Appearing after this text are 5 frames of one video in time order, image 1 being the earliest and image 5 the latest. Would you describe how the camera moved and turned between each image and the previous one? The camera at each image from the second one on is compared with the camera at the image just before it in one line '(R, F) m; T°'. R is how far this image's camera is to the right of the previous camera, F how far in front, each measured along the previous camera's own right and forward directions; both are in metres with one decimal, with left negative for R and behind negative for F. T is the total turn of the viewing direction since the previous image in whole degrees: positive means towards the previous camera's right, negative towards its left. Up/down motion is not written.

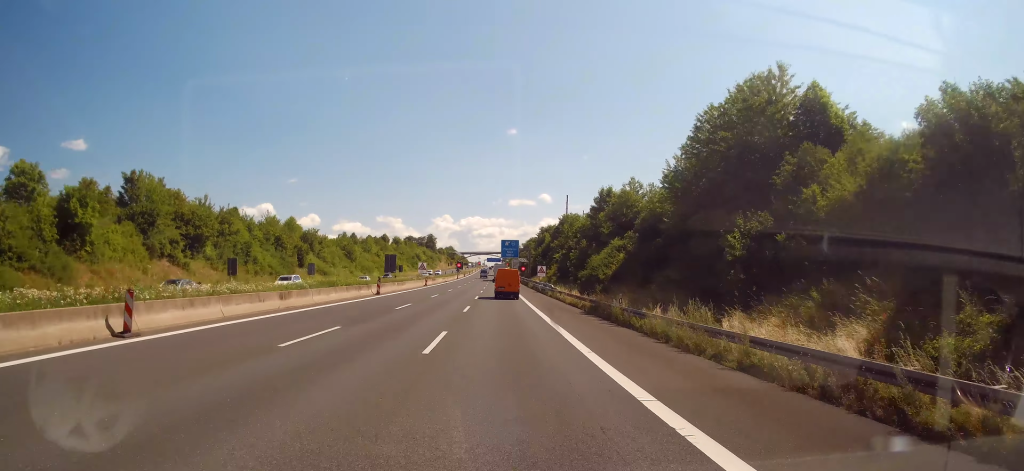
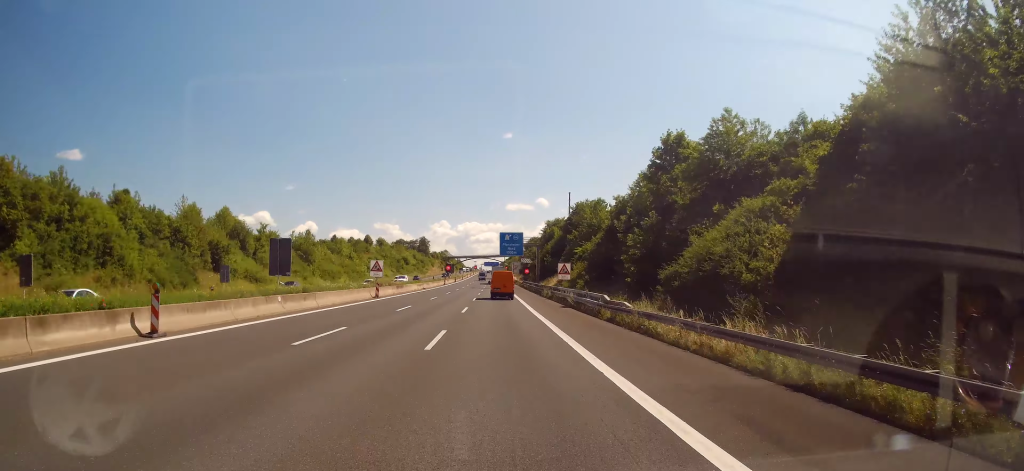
(-0.1, +35.2) m; 0°
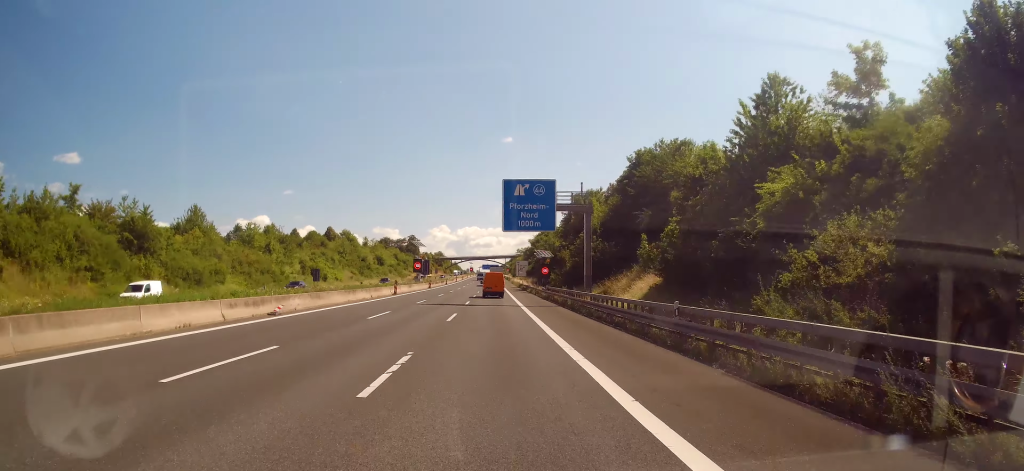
(-0.1, +59.7) m; 0°
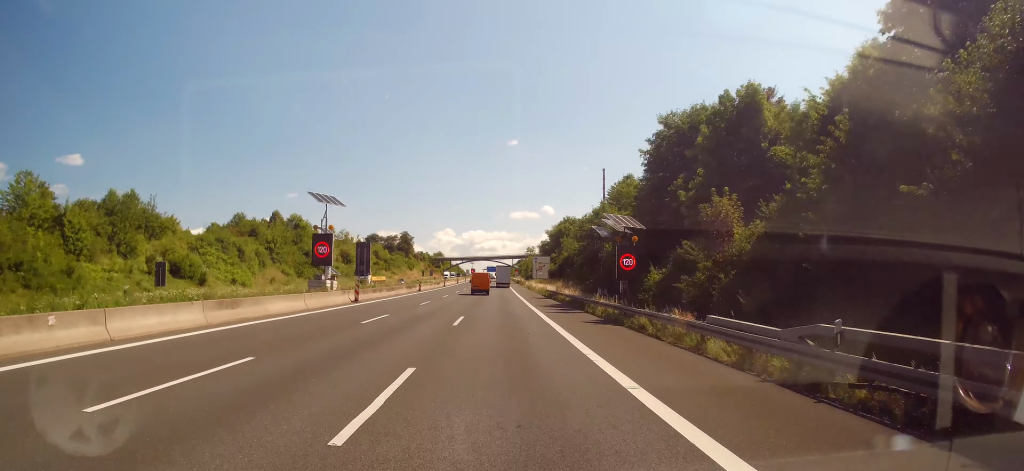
(-0.4, +55.7) m; -1°
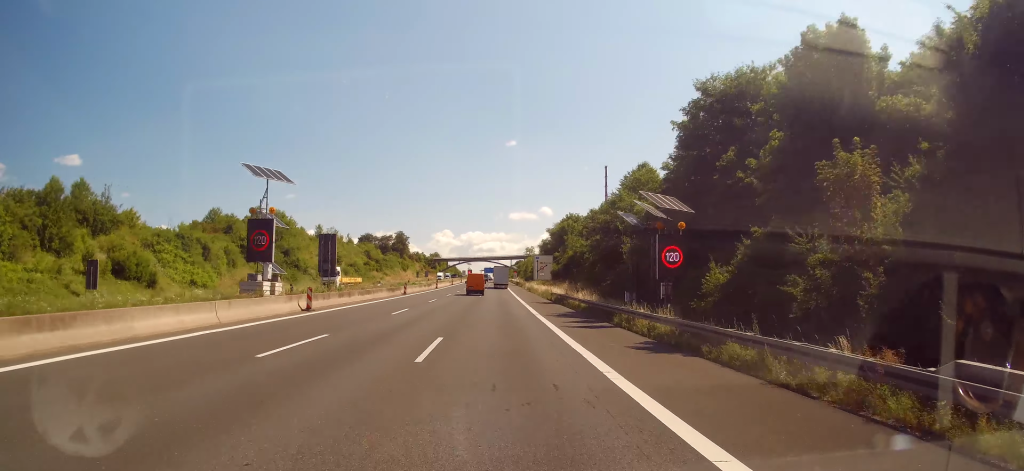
(+0.1, +10.8) m; 0°
